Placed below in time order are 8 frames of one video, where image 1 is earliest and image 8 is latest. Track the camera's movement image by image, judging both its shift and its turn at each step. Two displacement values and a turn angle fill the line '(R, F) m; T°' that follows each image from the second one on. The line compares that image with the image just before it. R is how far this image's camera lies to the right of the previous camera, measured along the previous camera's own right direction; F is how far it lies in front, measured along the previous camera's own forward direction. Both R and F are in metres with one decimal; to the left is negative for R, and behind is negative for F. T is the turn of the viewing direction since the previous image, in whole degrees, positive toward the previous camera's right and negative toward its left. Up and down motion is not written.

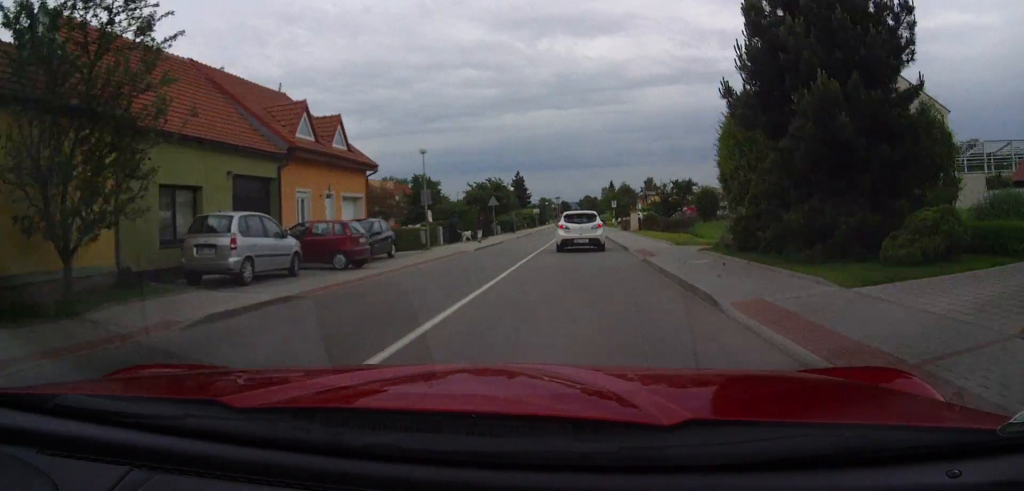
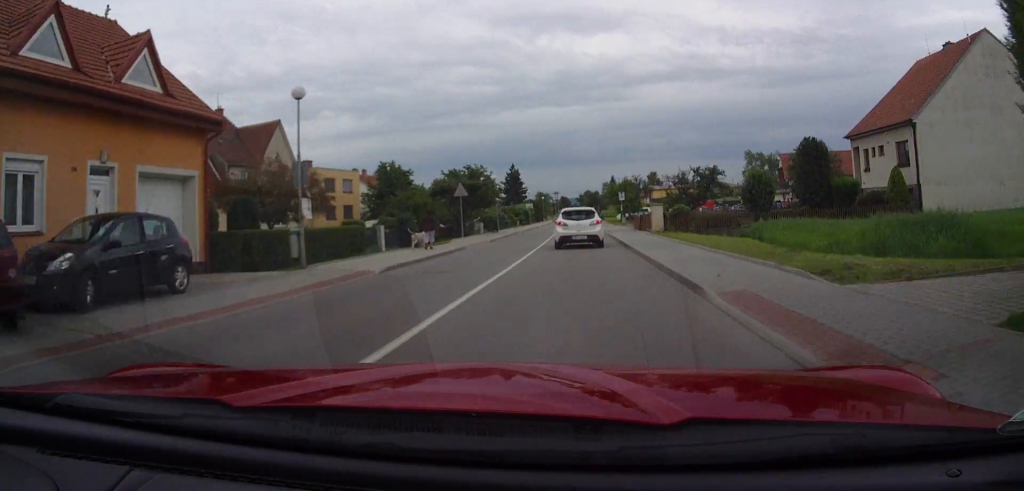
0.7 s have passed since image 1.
(0.0, +12.4) m; 0°
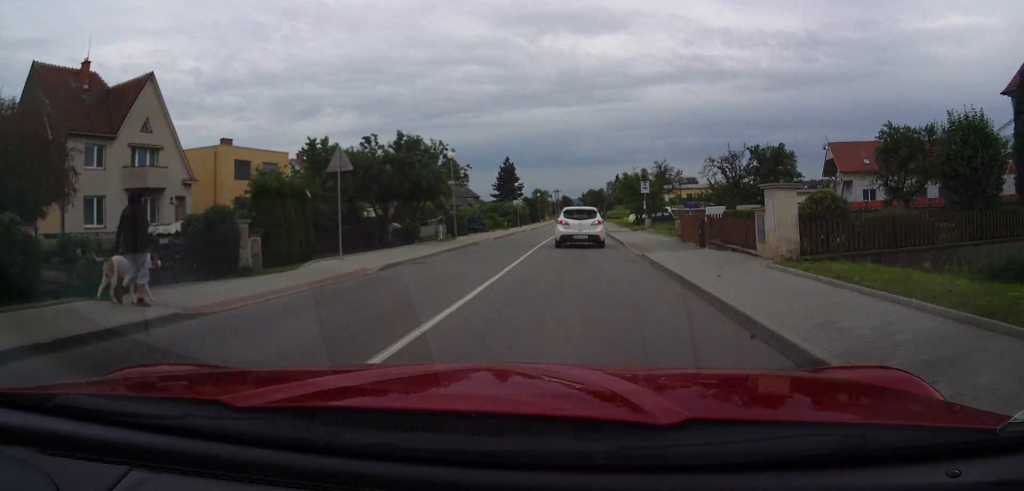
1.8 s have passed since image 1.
(0.0, +16.6) m; +1°
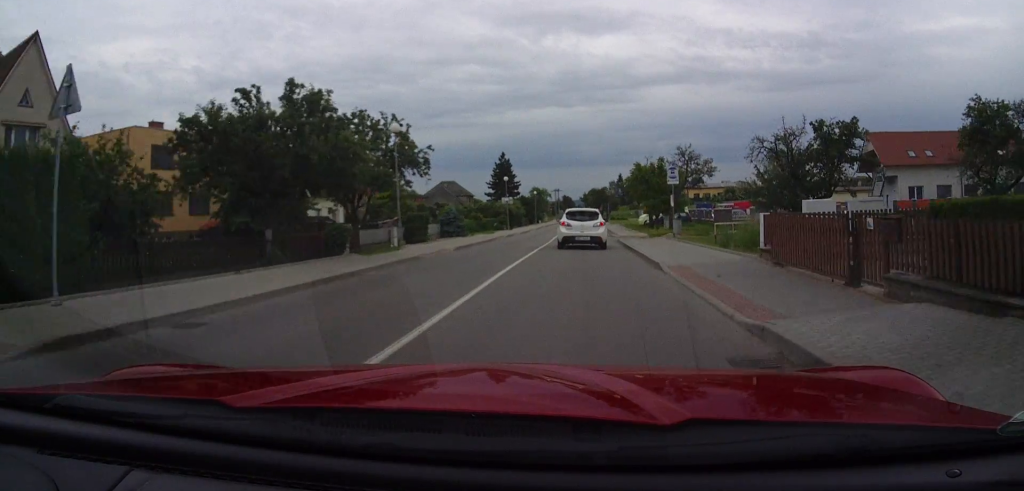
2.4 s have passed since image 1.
(+0.1, +9.1) m; 0°
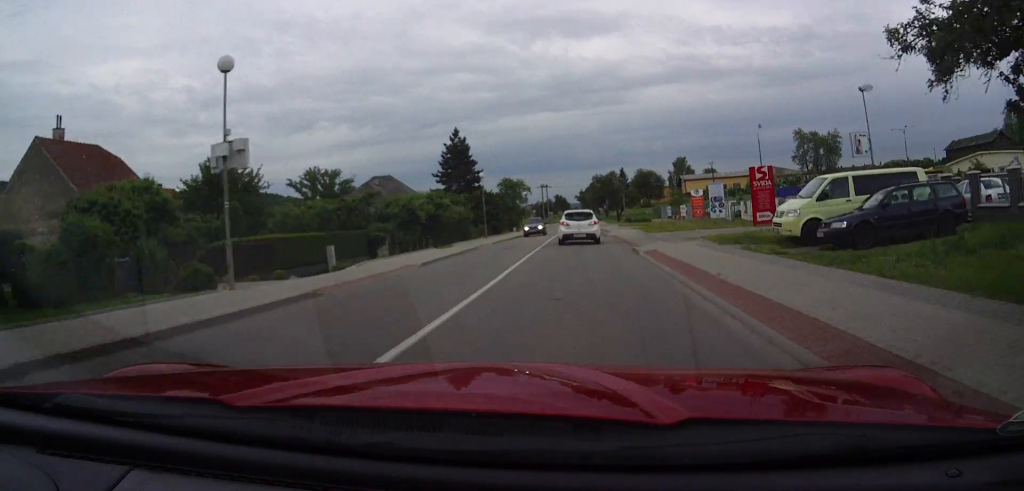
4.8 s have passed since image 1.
(-0.4, +38.6) m; -1°
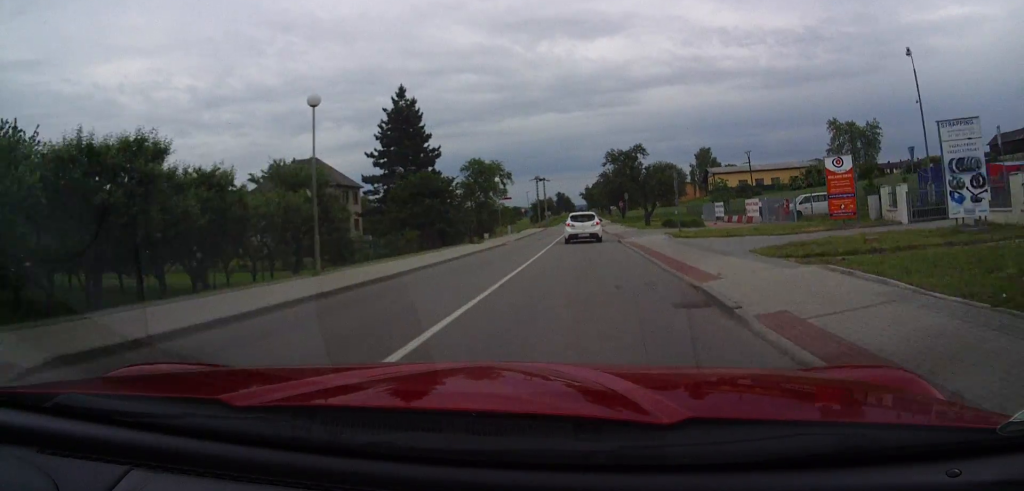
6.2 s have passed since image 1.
(-0.3, +28.9) m; -1°
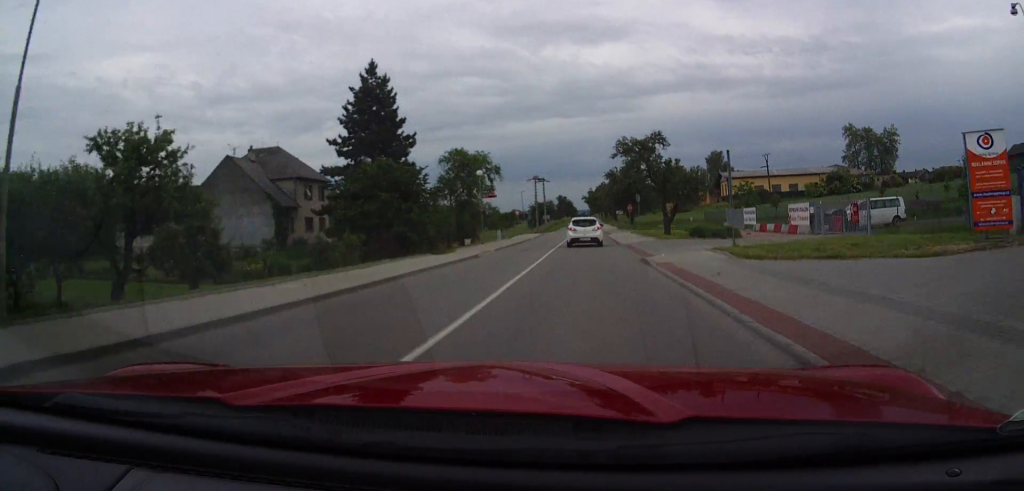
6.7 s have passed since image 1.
(-0.1, +9.9) m; 0°
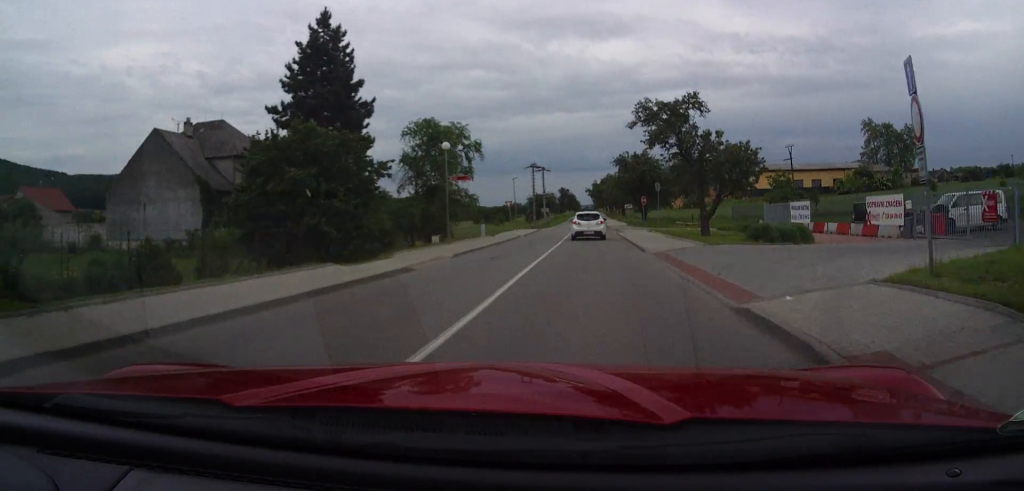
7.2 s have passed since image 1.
(+0.2, +11.4) m; 0°
